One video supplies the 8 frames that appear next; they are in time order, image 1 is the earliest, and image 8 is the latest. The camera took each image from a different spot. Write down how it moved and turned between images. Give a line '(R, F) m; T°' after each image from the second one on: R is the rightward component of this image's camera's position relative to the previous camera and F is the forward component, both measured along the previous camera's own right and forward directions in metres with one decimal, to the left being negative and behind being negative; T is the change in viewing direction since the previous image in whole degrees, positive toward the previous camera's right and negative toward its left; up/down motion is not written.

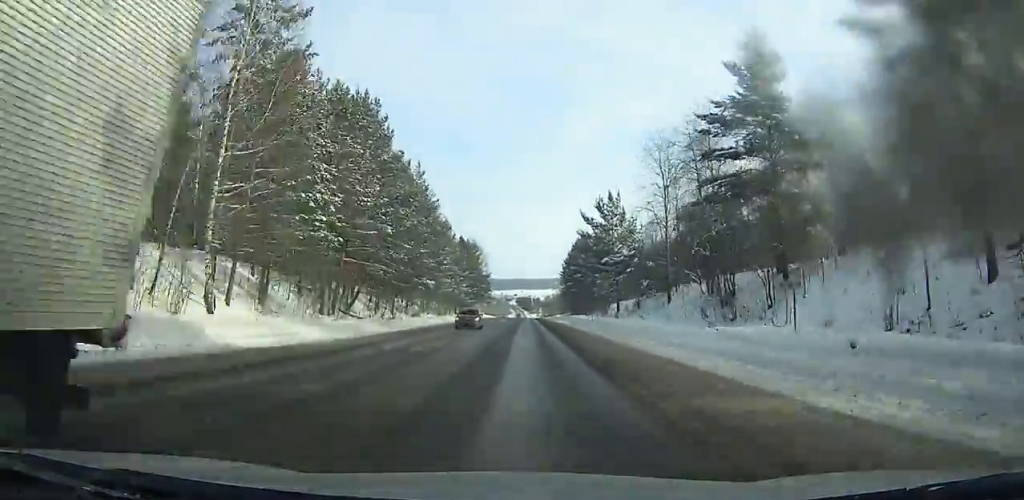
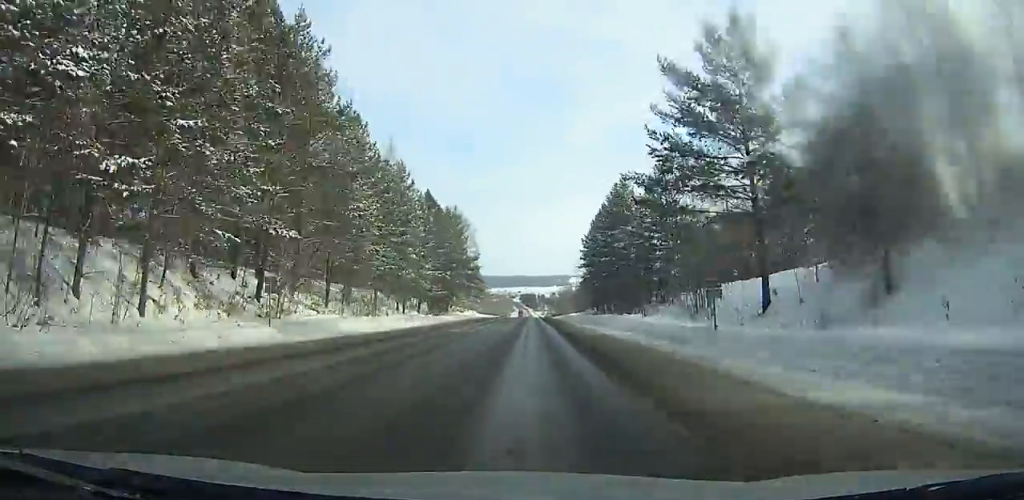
(0.0, +45.2) m; 0°
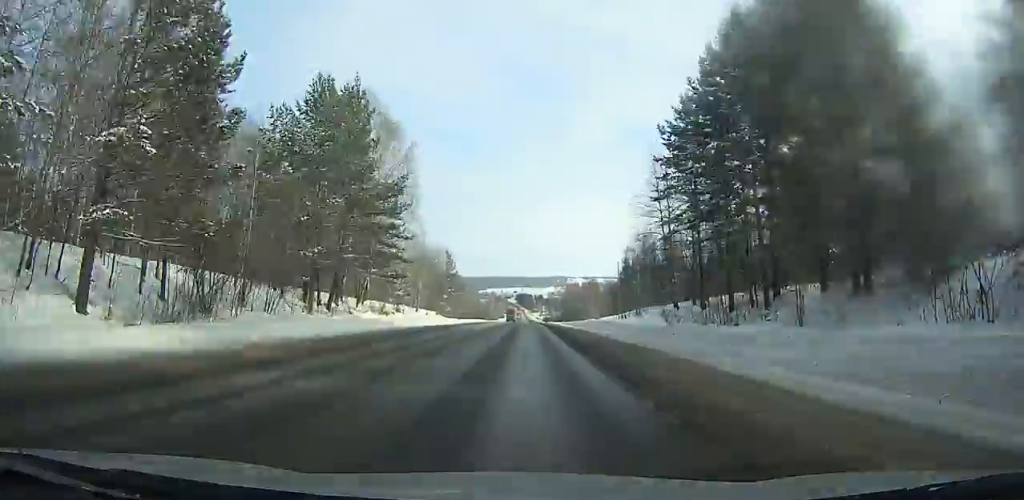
(0.0, +61.7) m; 0°
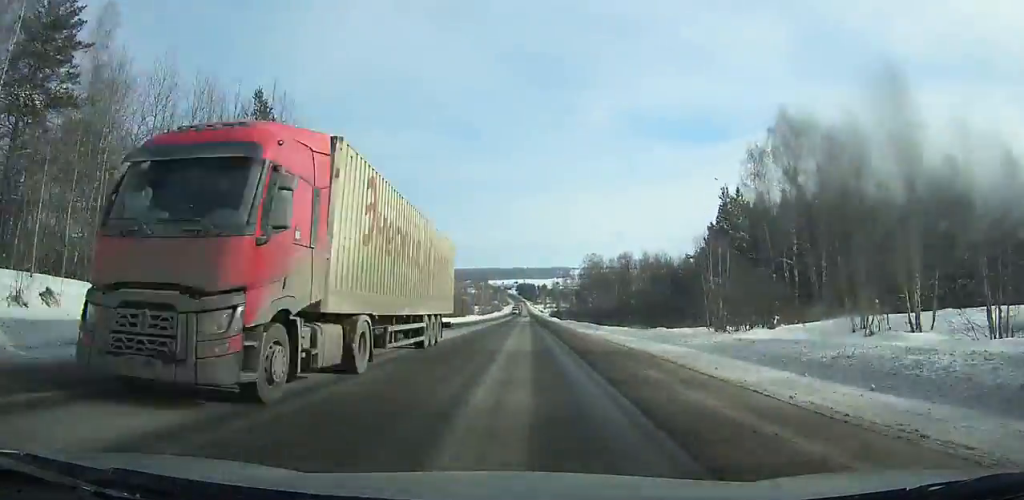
(+0.2, +79.0) m; 0°
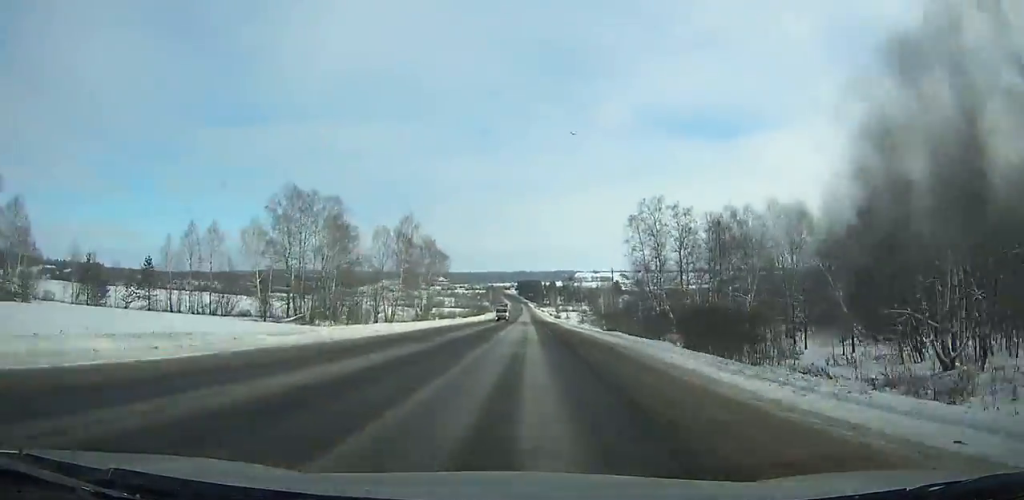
(-0.1, +163.1) m; 0°
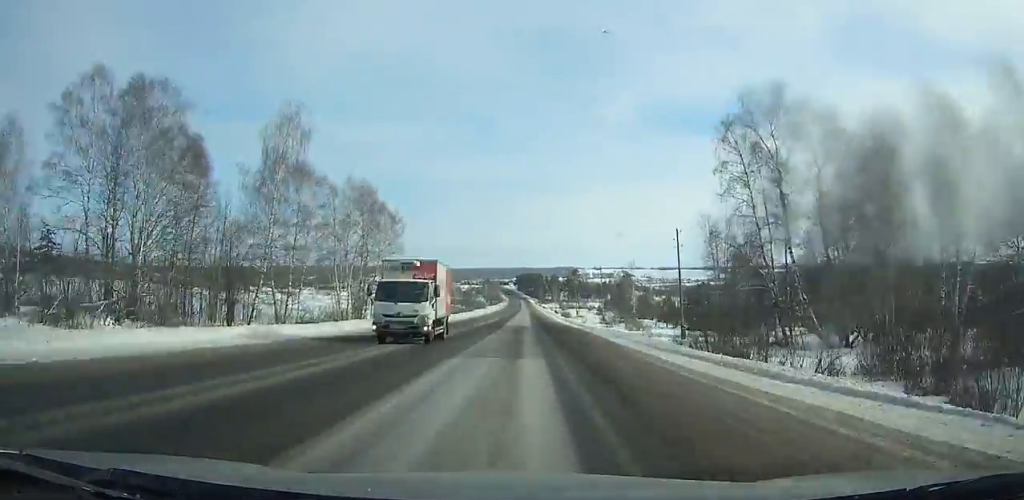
(0.0, +45.6) m; 0°
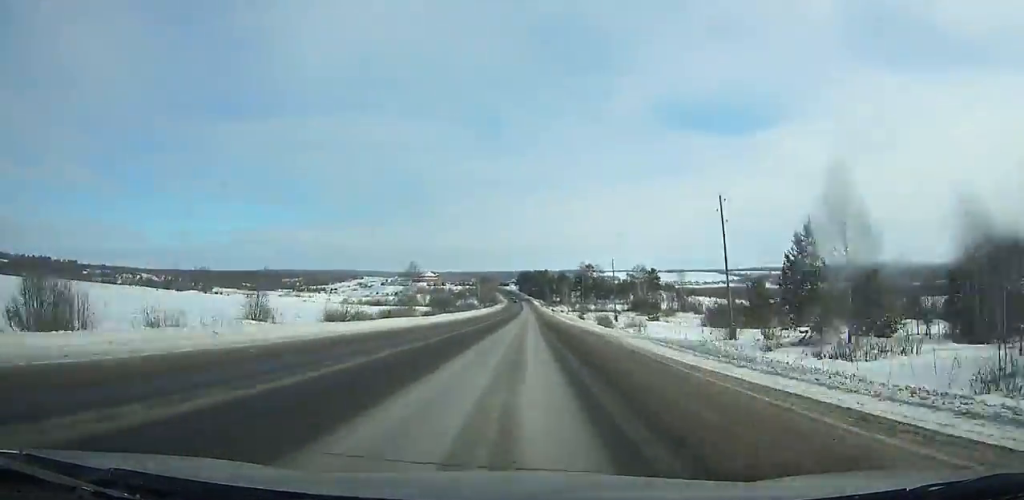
(-0.1, +71.3) m; 0°
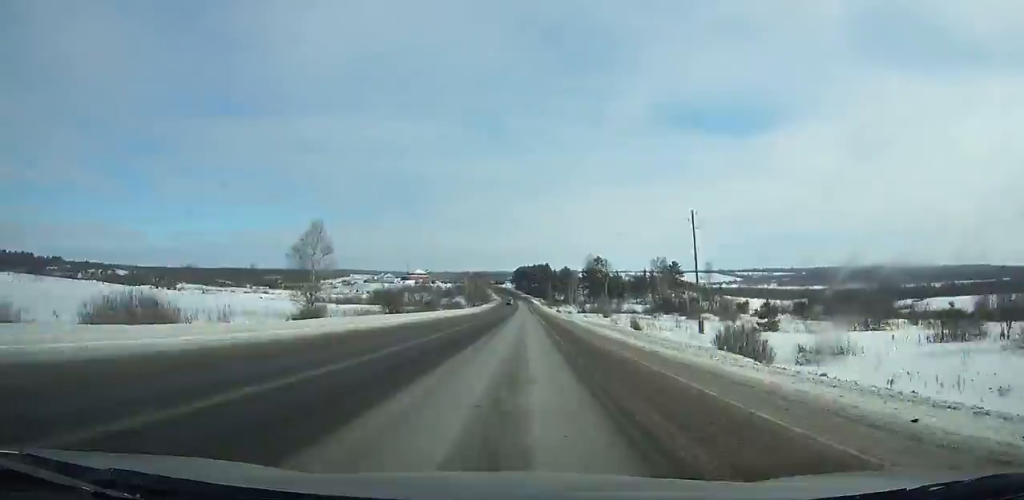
(-0.1, +51.0) m; 0°
